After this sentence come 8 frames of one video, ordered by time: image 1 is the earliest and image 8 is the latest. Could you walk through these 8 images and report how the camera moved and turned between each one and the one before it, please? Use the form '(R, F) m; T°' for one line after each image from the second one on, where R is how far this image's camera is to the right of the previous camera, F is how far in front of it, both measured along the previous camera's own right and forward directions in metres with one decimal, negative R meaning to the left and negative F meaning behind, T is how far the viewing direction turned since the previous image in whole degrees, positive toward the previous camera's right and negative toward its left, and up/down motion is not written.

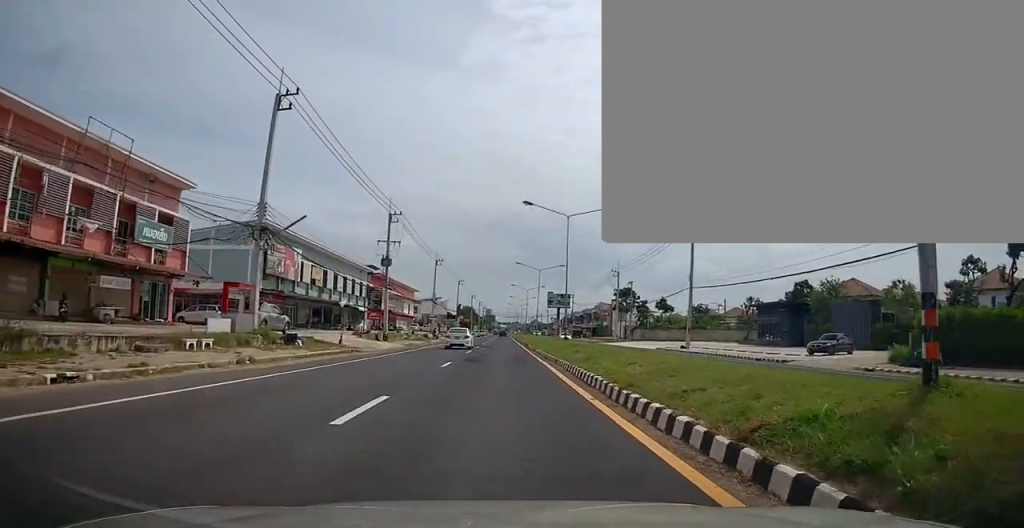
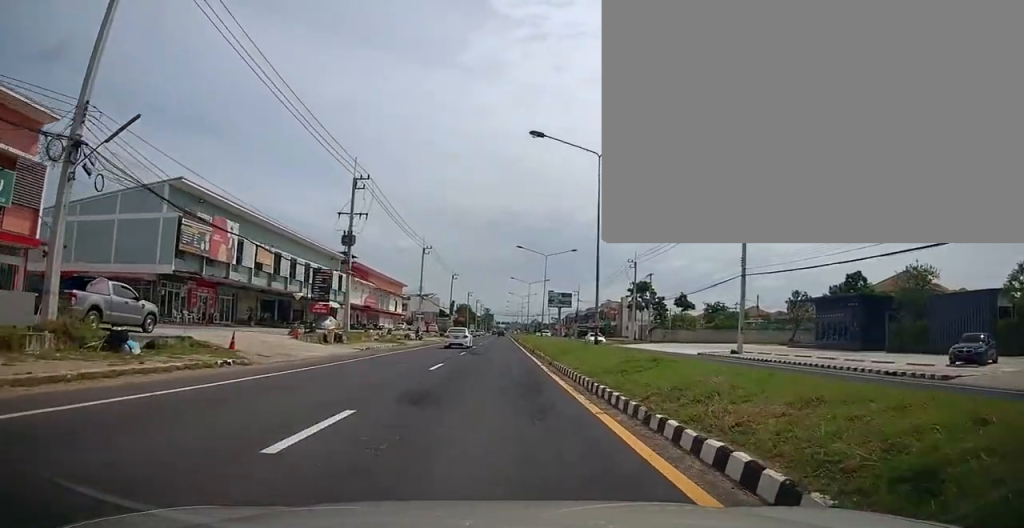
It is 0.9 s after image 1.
(-0.1, +14.0) m; -2°
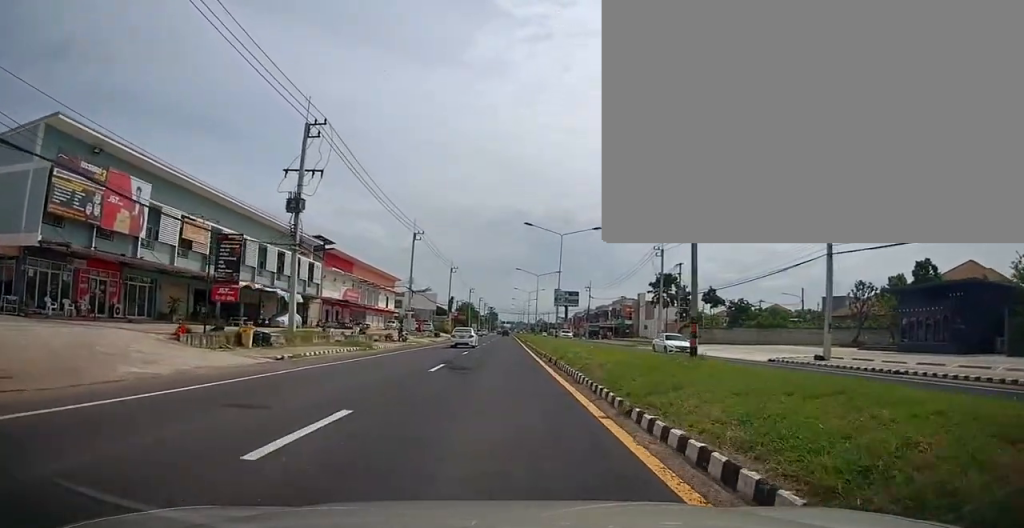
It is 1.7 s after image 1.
(-0.5, +12.6) m; 0°
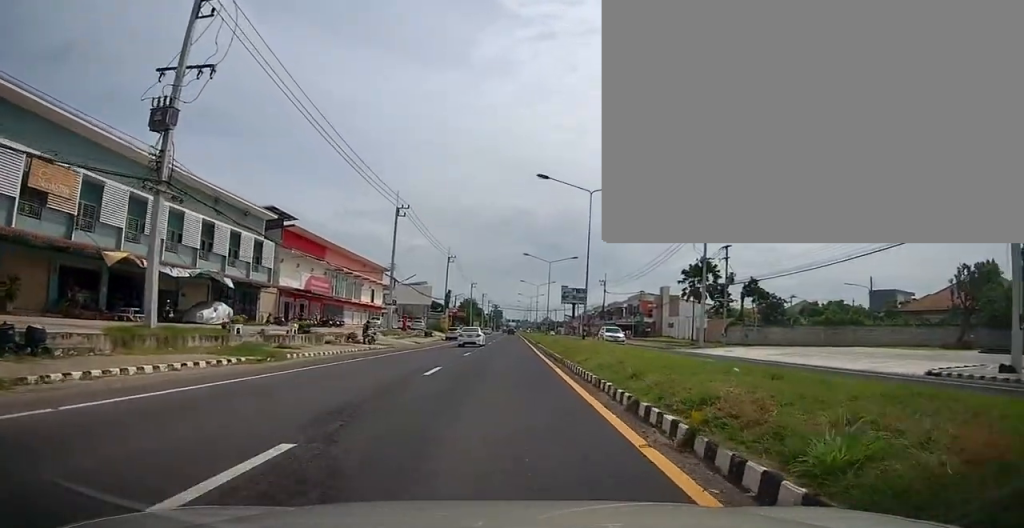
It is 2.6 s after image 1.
(+0.7, +14.6) m; 0°
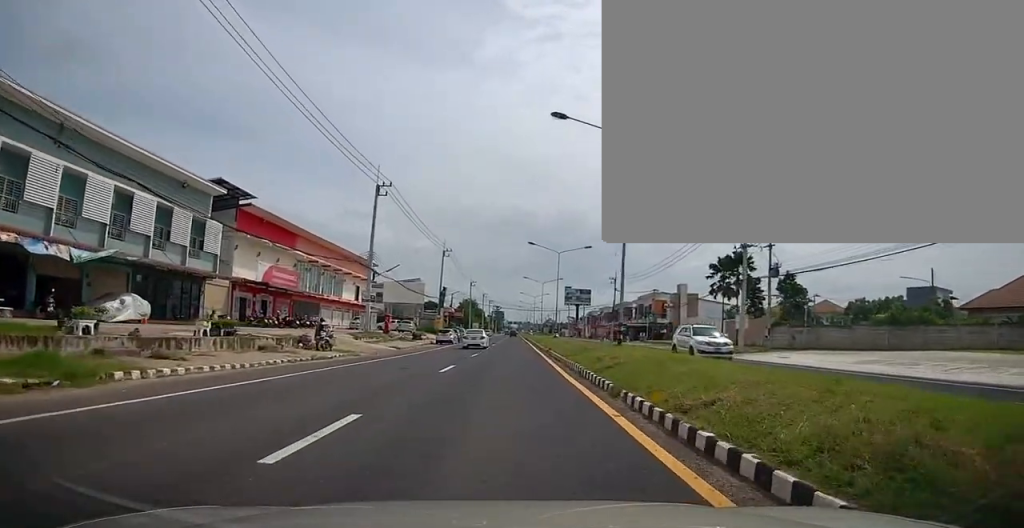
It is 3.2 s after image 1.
(-0.4, +10.0) m; 0°
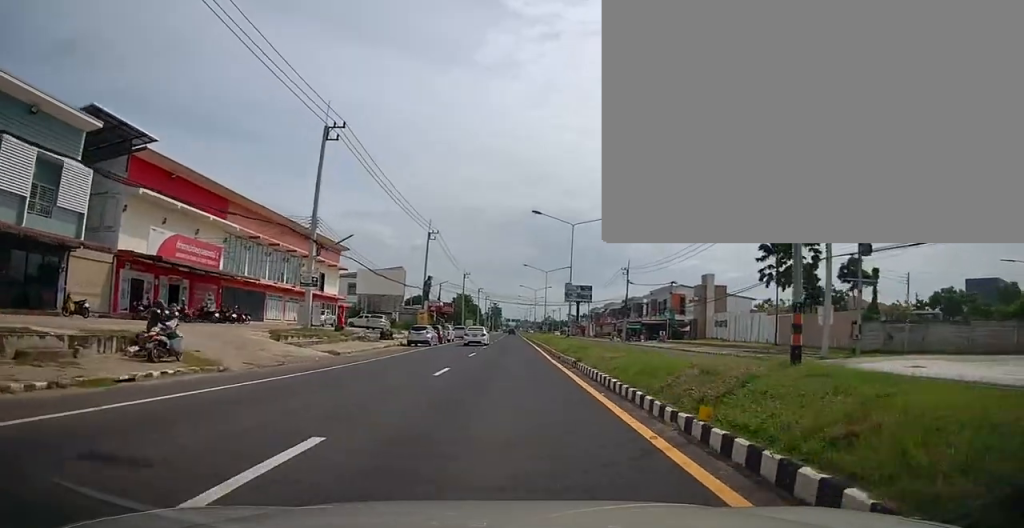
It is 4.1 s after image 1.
(+0.1, +14.1) m; 0°
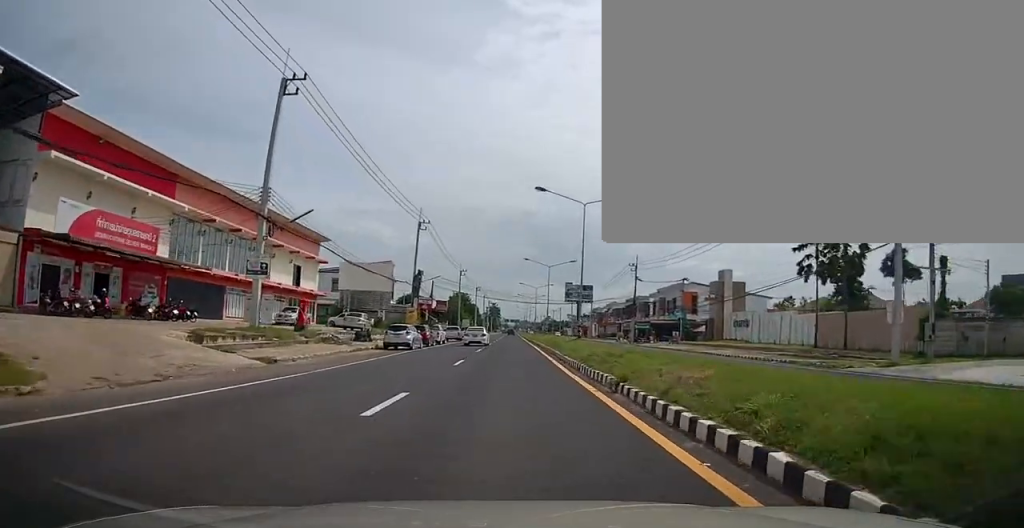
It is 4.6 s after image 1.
(+0.4, +7.2) m; 0°
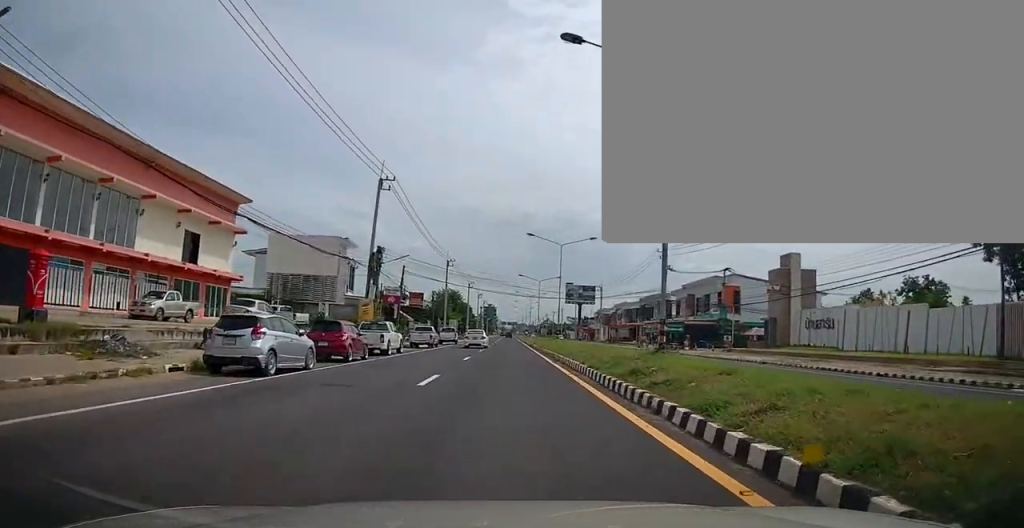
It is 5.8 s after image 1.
(-0.9, +19.3) m; -2°
